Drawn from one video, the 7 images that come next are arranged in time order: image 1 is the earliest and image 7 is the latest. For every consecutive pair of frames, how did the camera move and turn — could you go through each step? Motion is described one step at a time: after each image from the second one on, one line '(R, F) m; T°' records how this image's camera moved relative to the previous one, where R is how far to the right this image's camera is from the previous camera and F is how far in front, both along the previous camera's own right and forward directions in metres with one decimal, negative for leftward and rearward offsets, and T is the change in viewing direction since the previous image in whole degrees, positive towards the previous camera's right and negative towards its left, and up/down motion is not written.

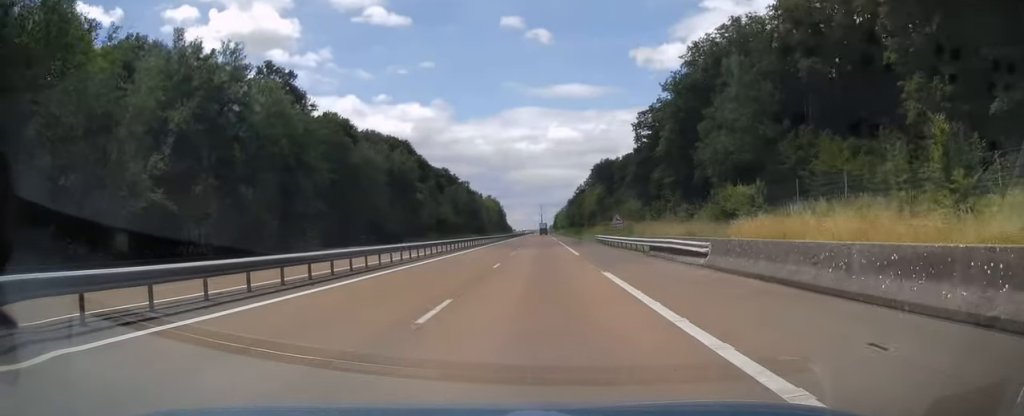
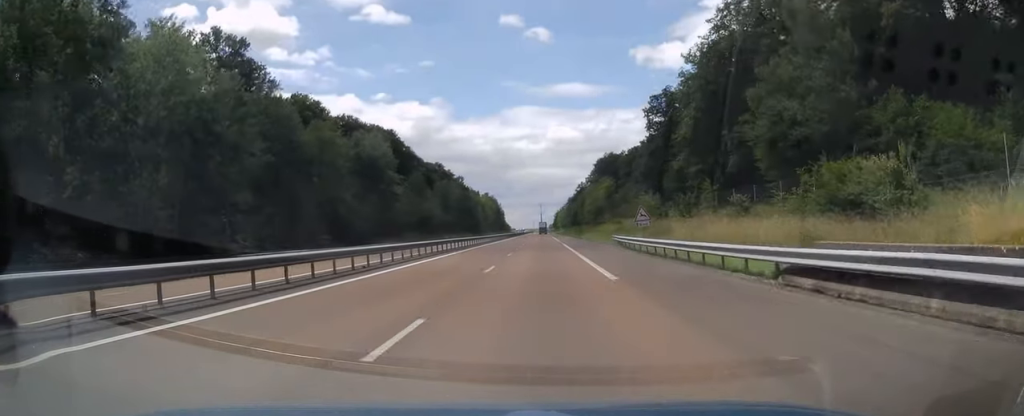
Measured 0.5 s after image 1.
(+0.2, +15.7) m; 0°
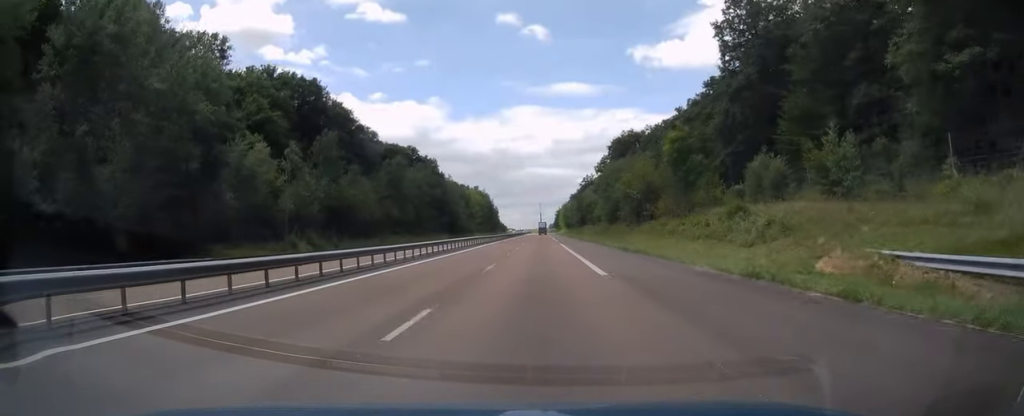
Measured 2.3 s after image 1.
(0.0, +50.9) m; 0°
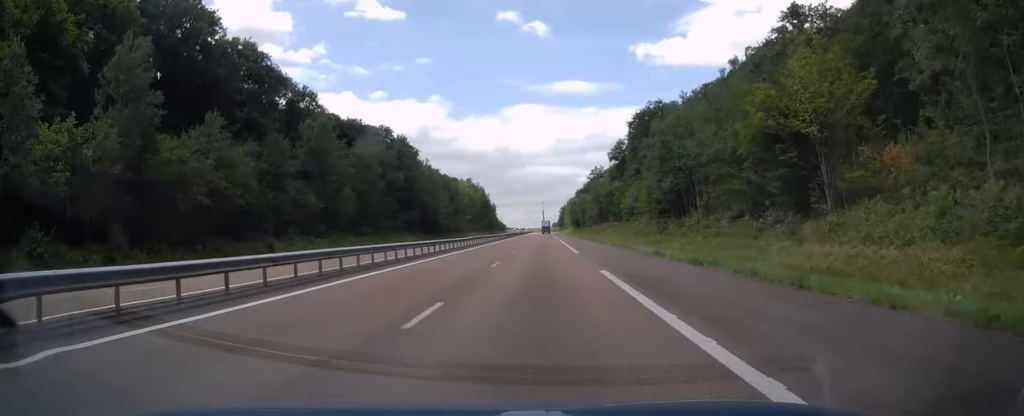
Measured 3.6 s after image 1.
(-0.1, +38.1) m; 0°
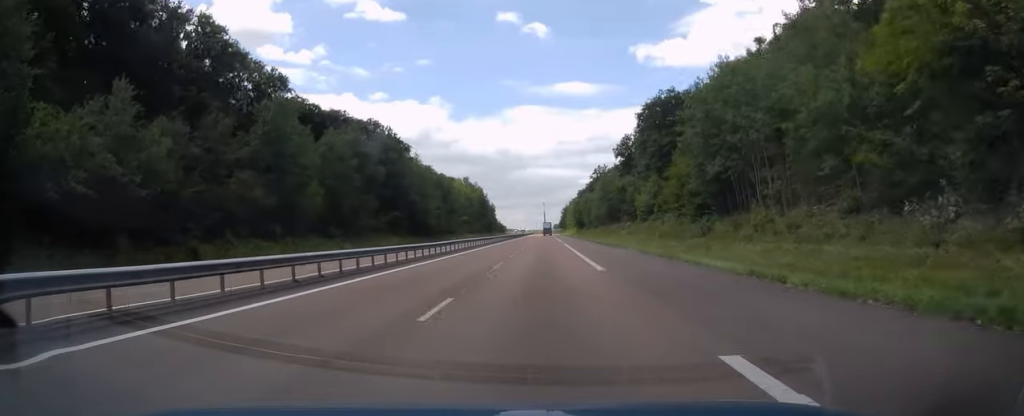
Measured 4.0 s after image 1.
(0.0, +12.2) m; 0°
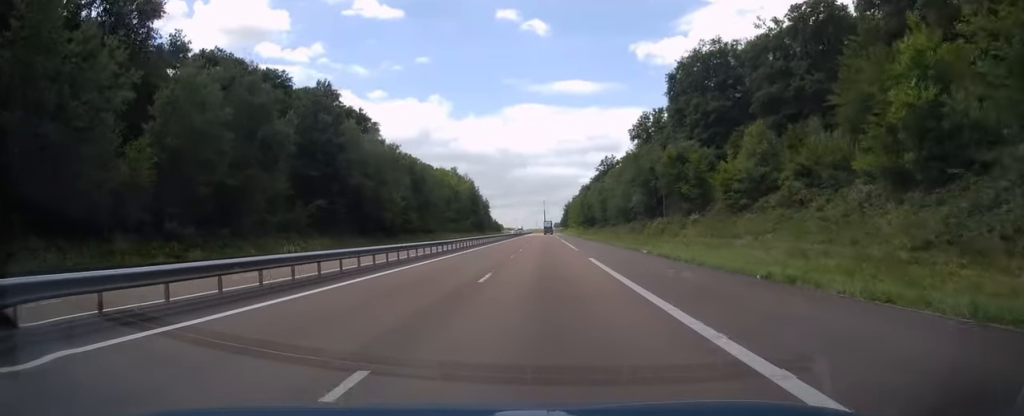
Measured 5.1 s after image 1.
(+0.2, +32.3) m; 0°
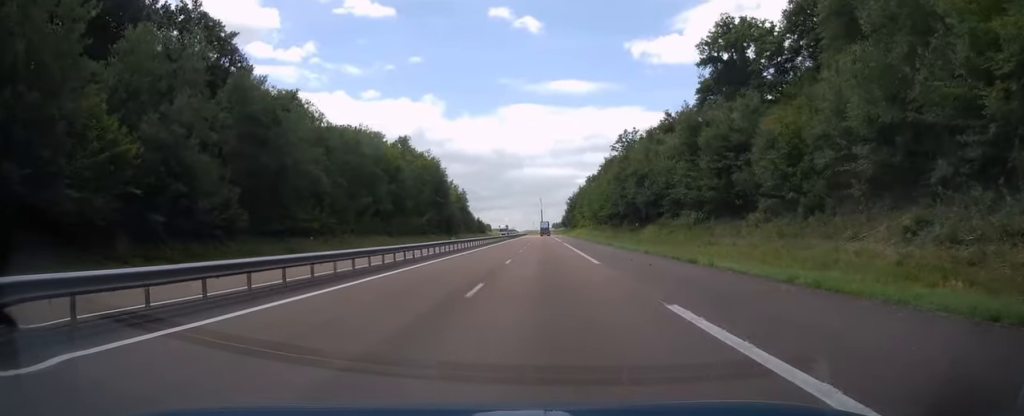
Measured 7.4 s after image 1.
(-0.2, +68.7) m; 0°
